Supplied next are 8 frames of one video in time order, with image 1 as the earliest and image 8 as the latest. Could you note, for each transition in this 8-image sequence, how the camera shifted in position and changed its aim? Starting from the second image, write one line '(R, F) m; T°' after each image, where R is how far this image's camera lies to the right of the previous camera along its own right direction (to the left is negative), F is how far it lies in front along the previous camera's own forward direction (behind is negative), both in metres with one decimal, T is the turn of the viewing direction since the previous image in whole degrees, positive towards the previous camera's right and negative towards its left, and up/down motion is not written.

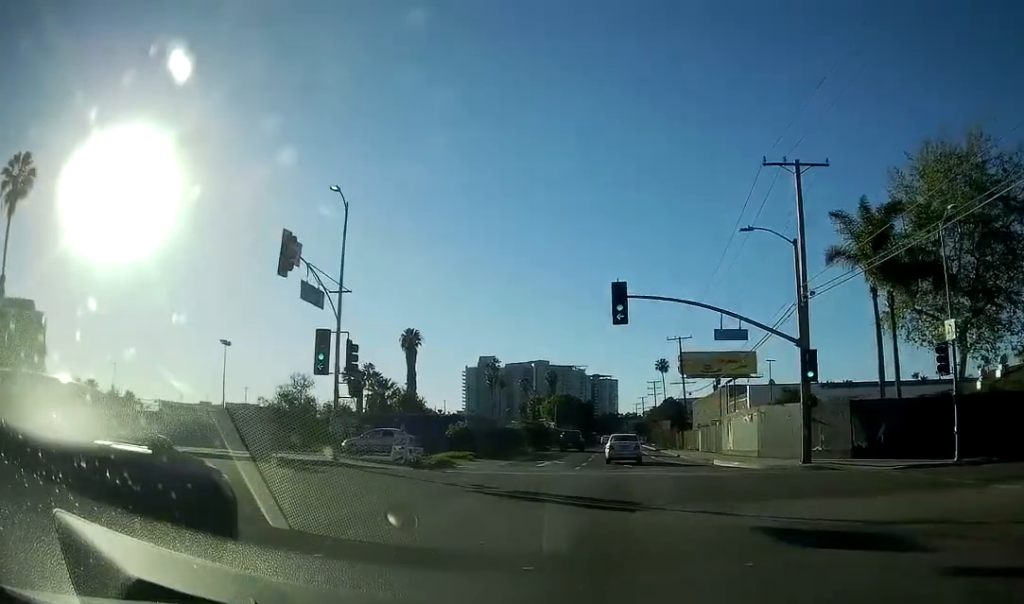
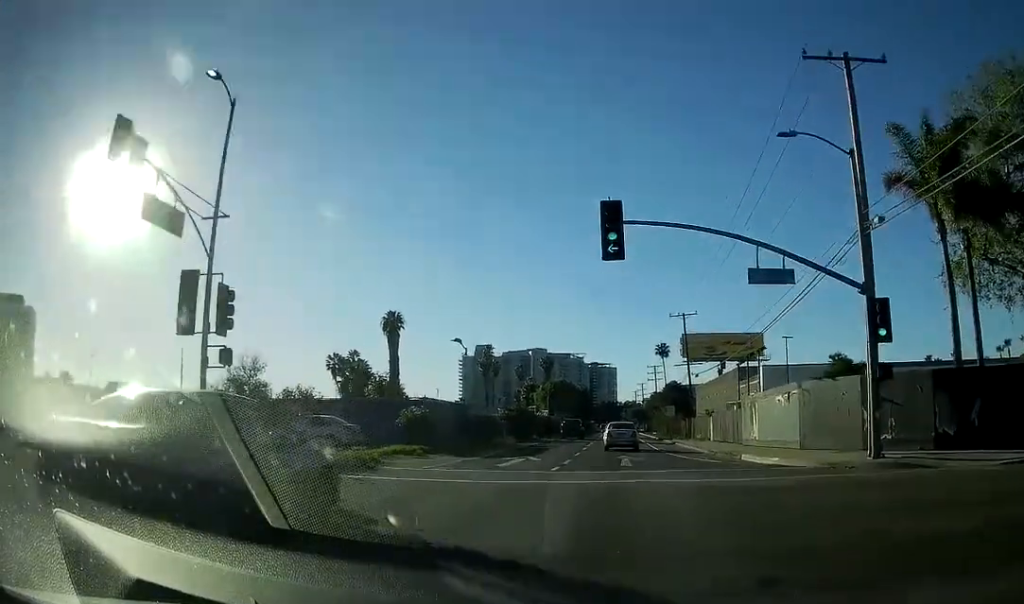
(+0.1, +9.3) m; 0°
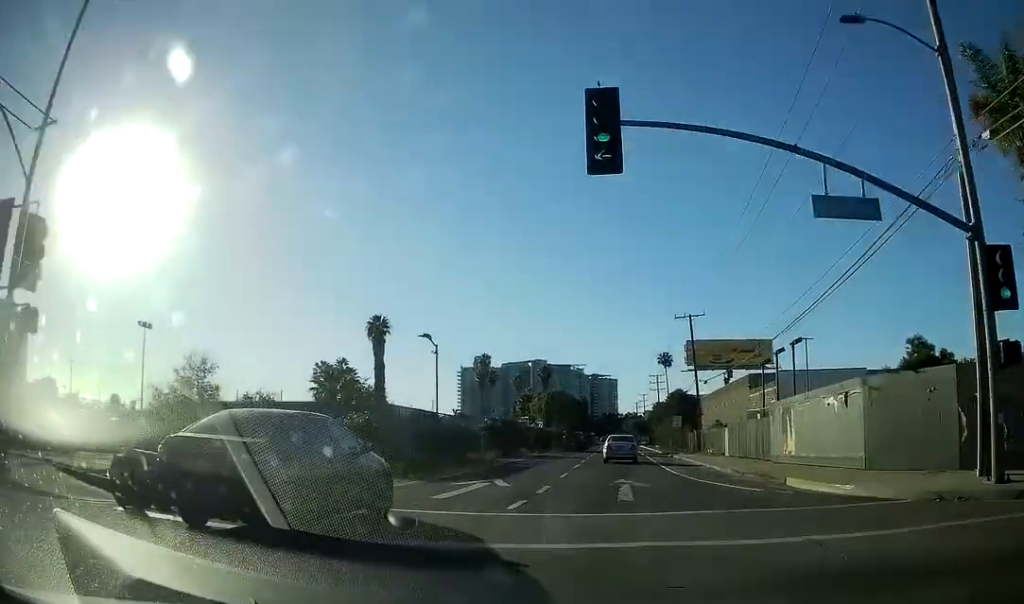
(0.0, +7.8) m; 0°
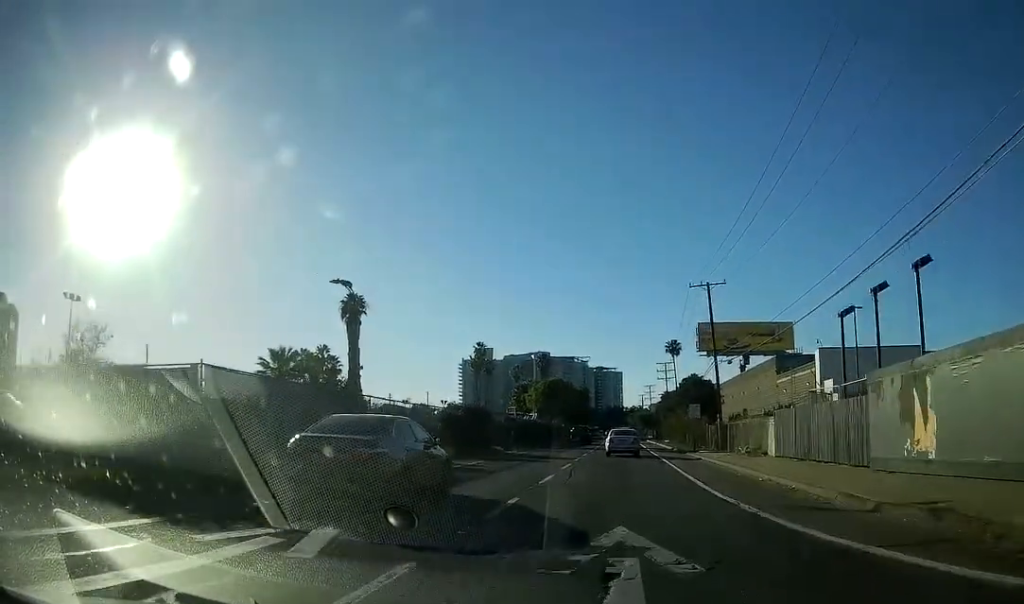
(-0.1, +12.8) m; -1°
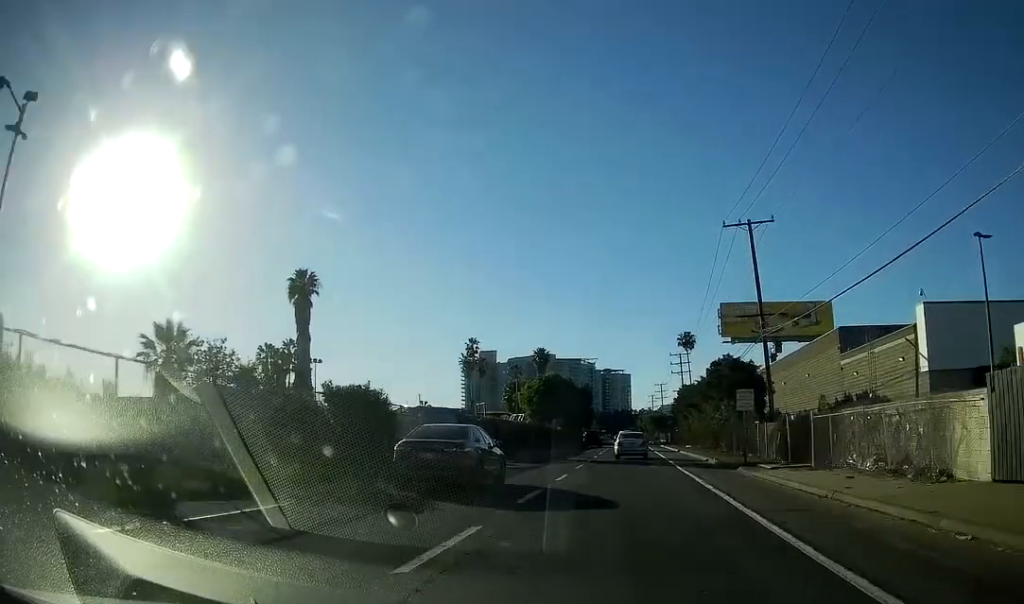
(-0.1, +18.5) m; +1°
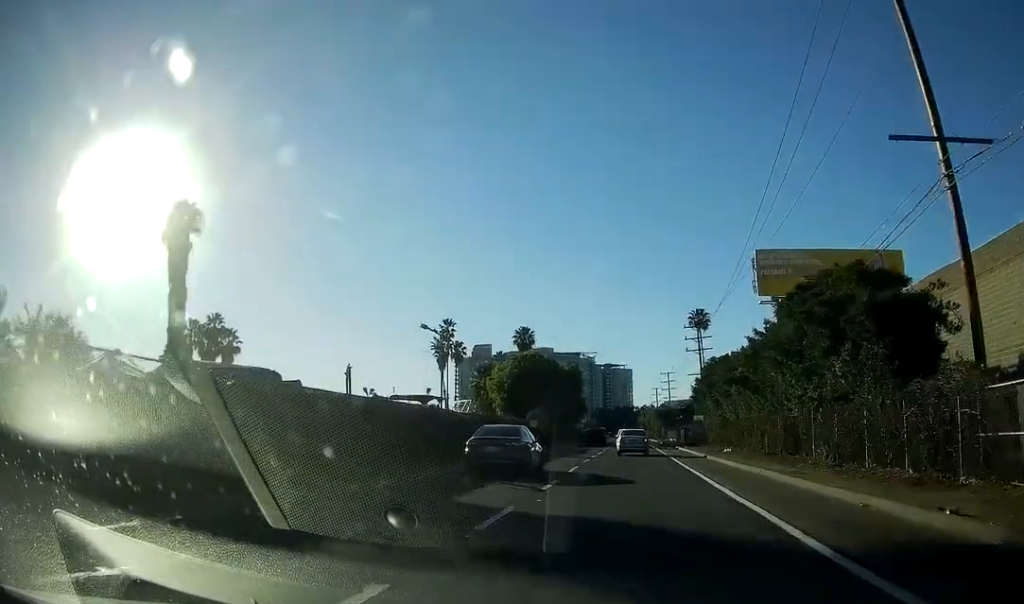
(-0.4, +25.8) m; -4°
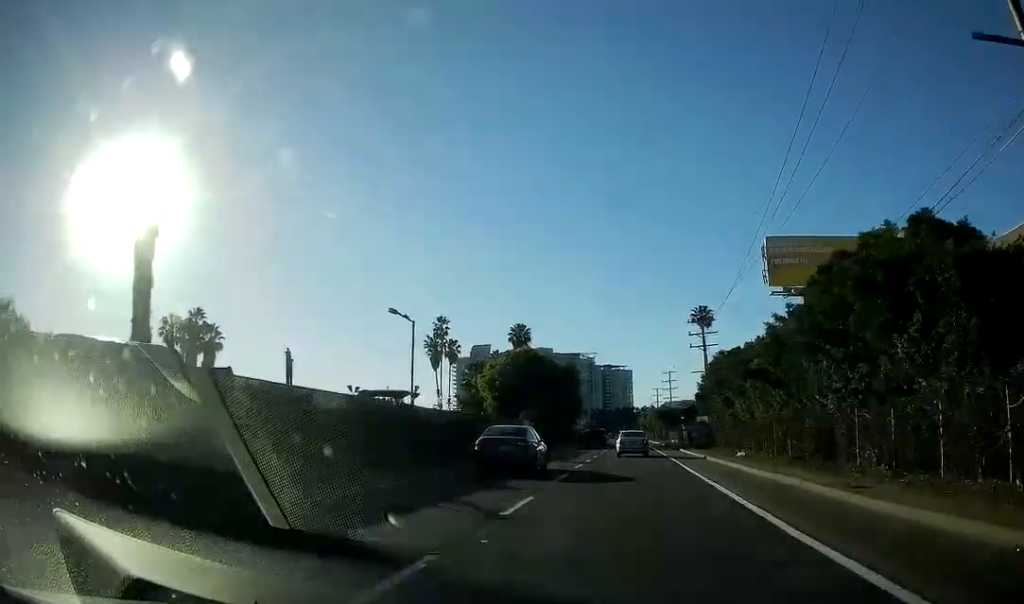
(-0.2, +5.1) m; -1°
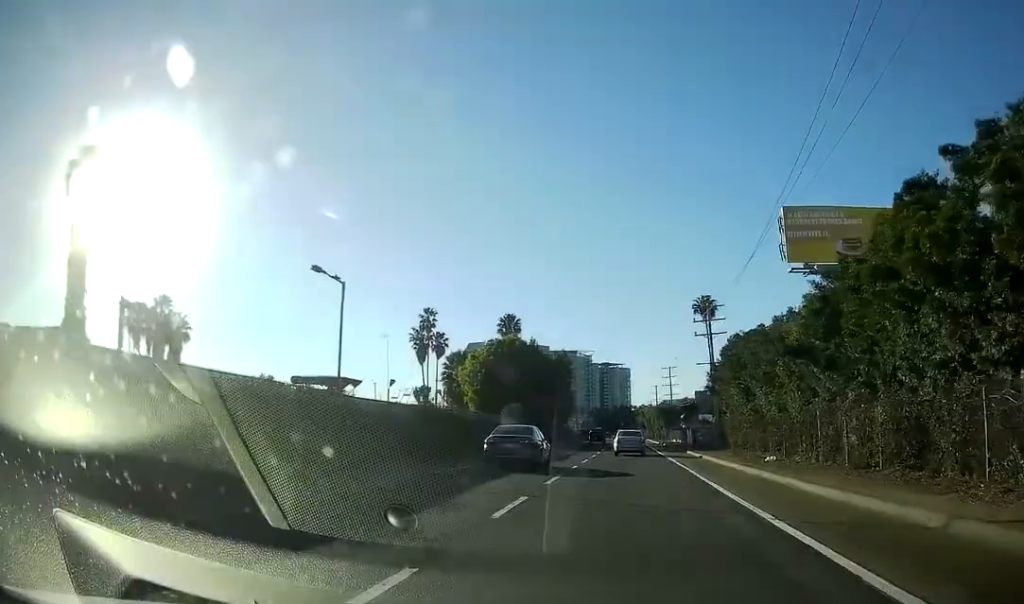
(+0.2, +8.5) m; +2°
